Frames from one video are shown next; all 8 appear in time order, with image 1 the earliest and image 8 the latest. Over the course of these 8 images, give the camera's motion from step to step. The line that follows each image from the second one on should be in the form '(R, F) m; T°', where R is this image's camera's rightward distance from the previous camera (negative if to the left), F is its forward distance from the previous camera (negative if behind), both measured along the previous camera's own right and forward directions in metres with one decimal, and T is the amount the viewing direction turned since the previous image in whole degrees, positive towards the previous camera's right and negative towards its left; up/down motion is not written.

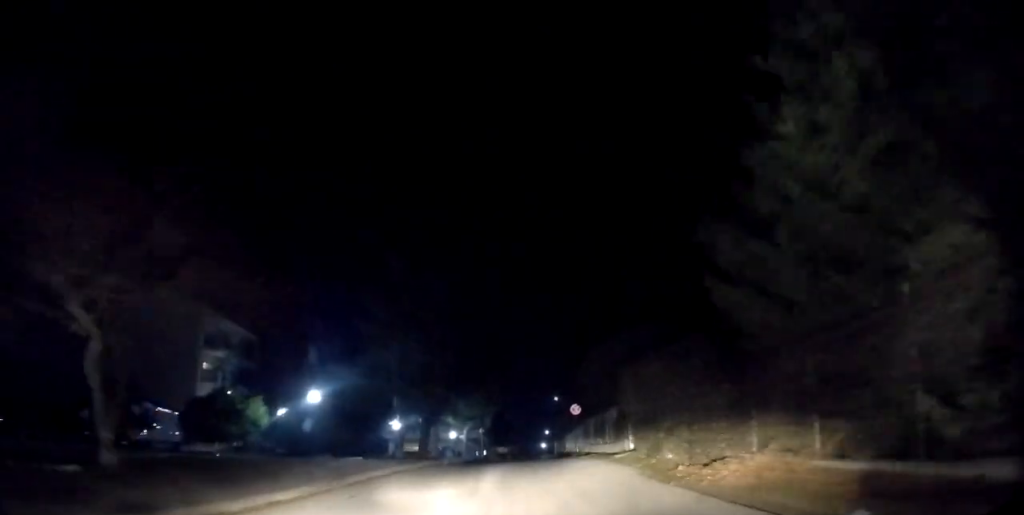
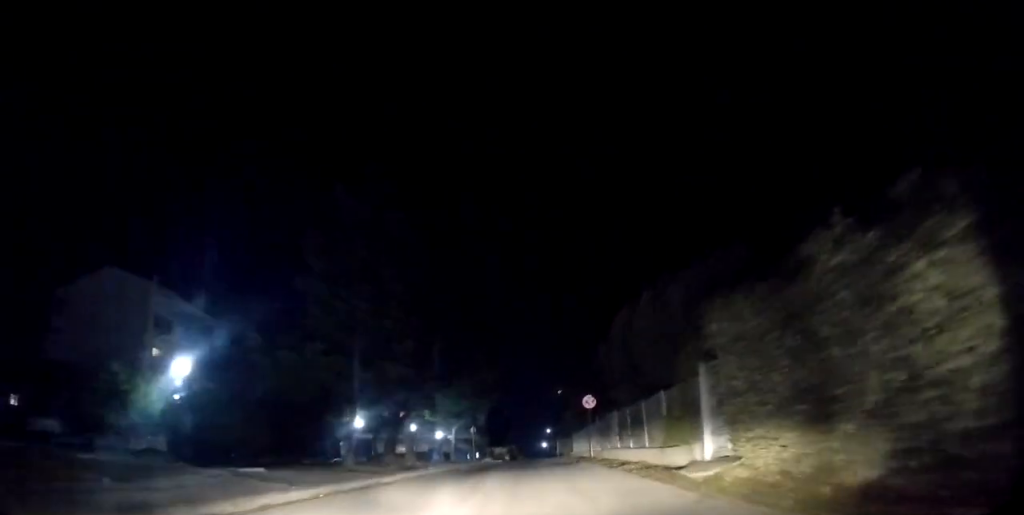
(0.0, +8.5) m; -2°
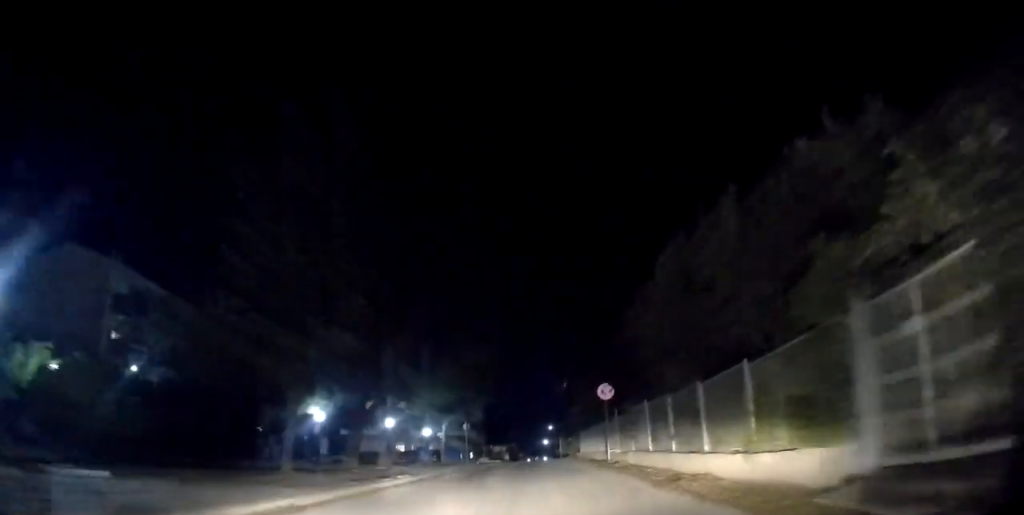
(-0.2, +5.8) m; 0°
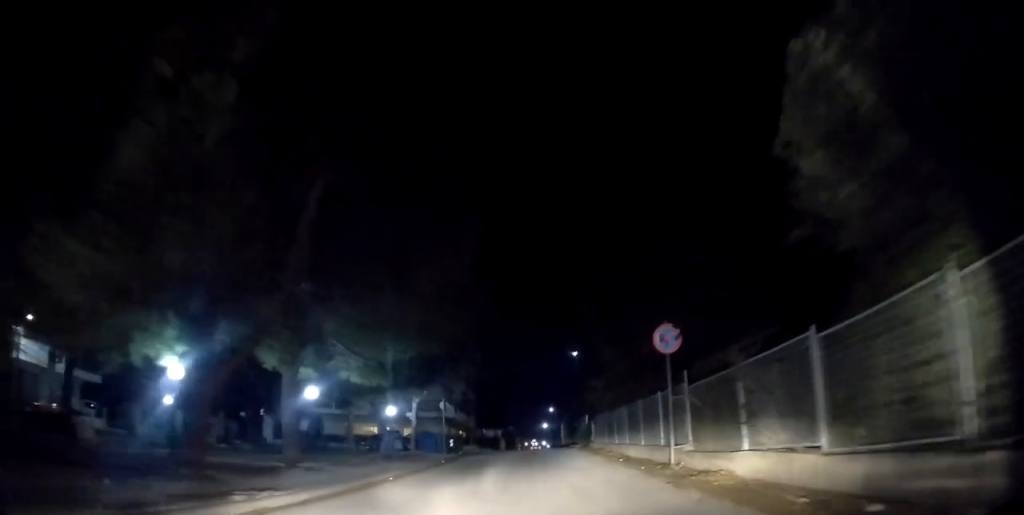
(+0.1, +10.4) m; +2°
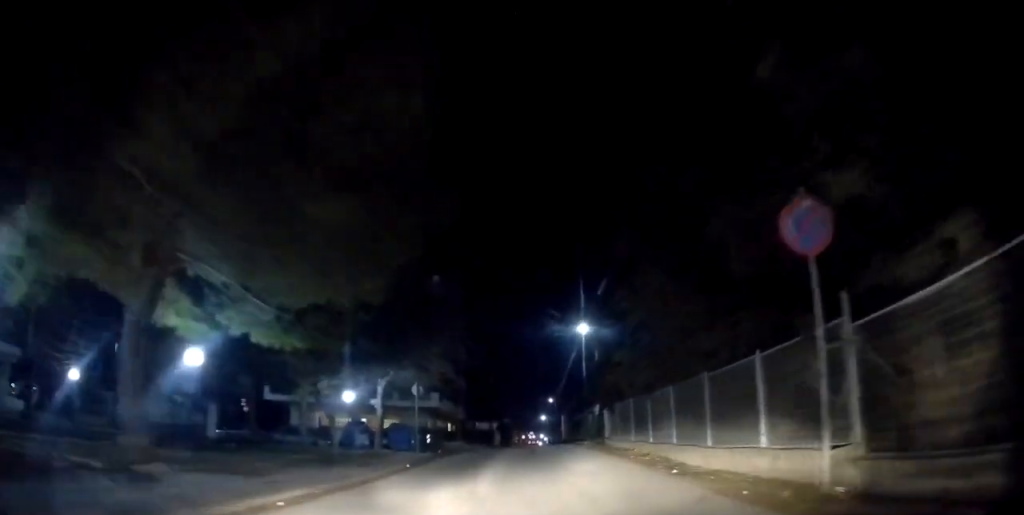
(+0.1, +7.1) m; 0°
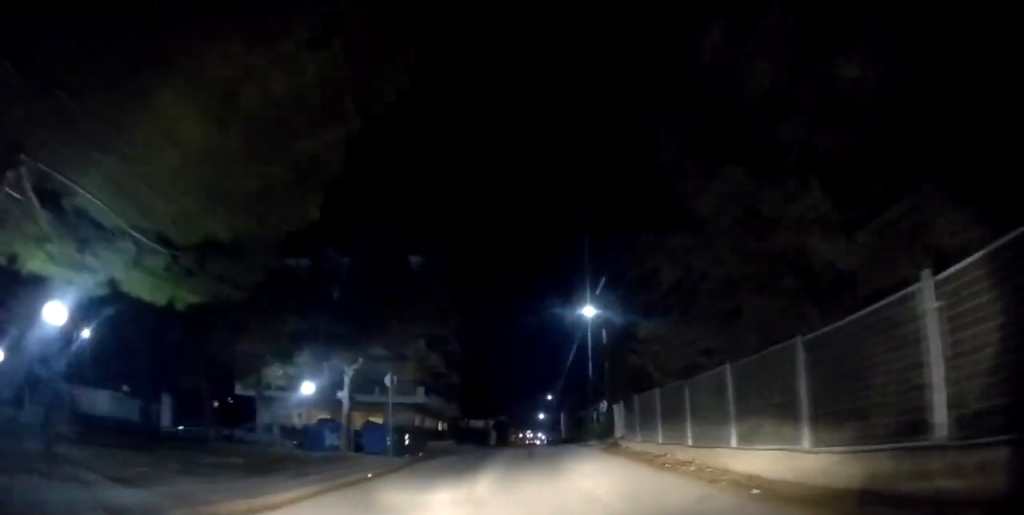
(+0.1, +4.4) m; -1°
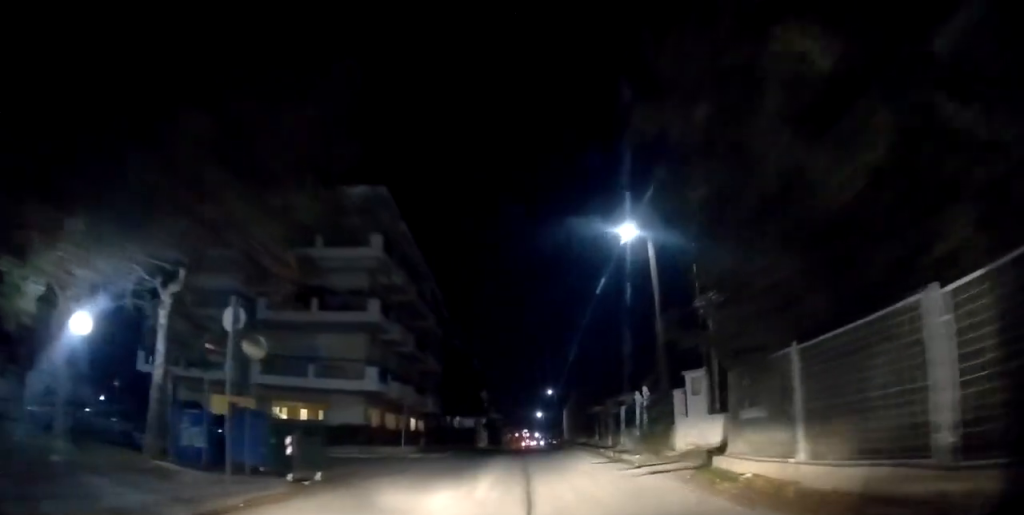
(-0.4, +11.5) m; -1°
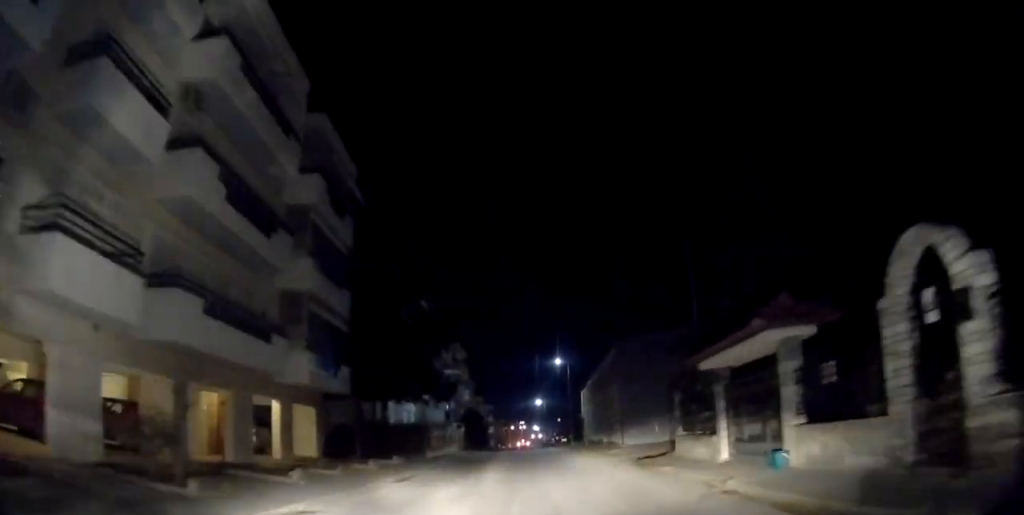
(+1.0, +23.3) m; +3°
